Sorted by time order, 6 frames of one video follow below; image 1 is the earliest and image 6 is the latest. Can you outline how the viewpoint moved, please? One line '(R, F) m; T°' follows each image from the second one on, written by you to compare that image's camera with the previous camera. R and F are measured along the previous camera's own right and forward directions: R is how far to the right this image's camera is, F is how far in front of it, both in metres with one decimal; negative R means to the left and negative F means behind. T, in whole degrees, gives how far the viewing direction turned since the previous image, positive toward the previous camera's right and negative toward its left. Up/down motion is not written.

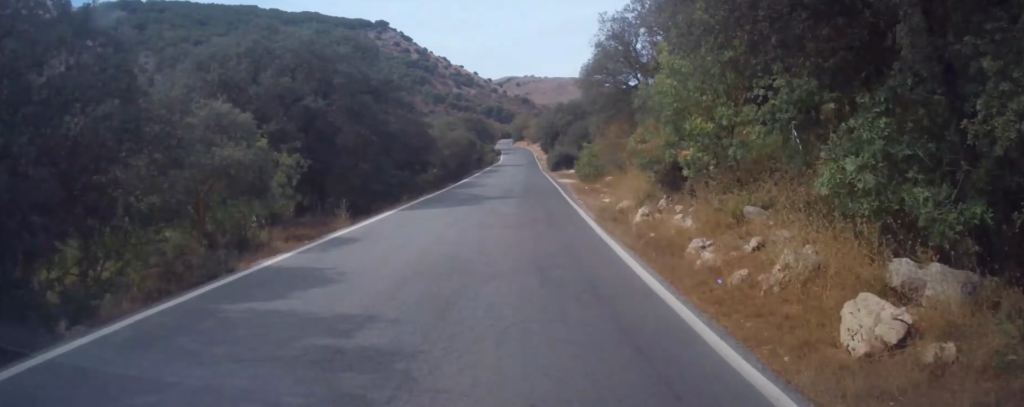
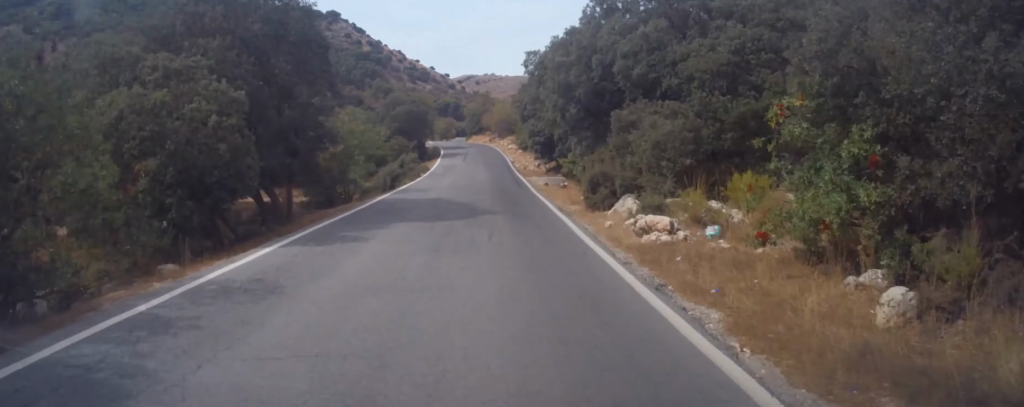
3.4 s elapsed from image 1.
(+2.2, +62.5) m; +1°
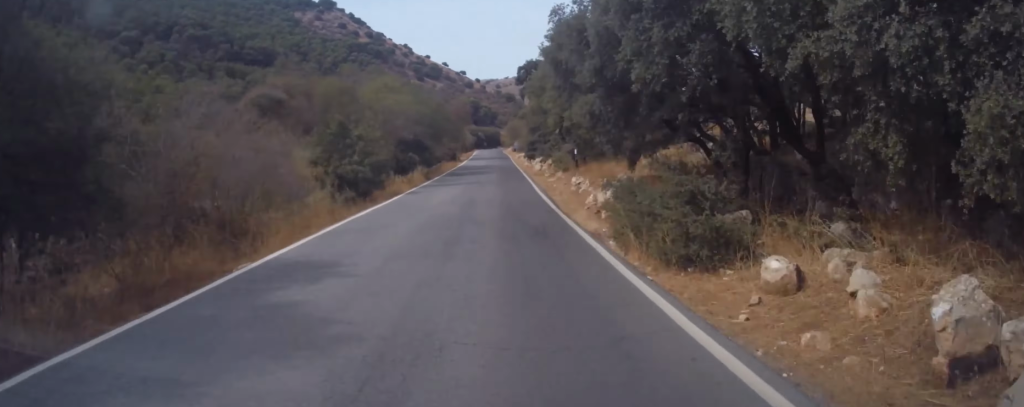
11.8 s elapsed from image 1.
(-0.4, +152.1) m; +2°
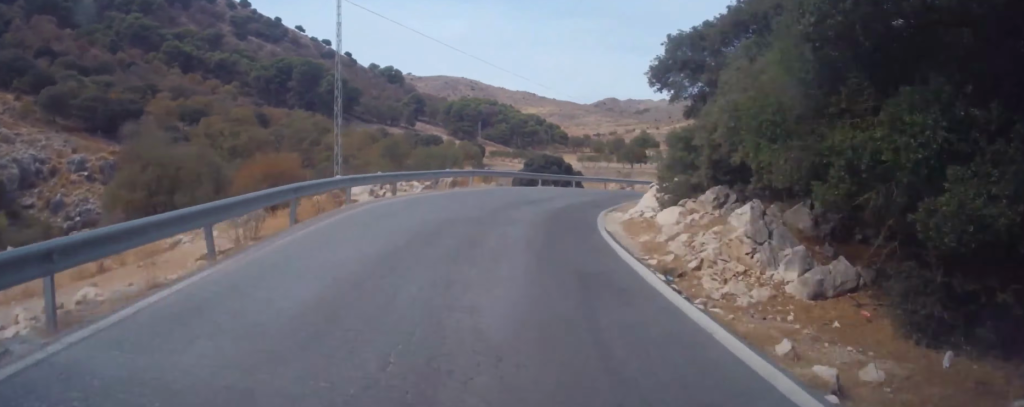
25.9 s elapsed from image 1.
(+31.8, +229.2) m; +27°
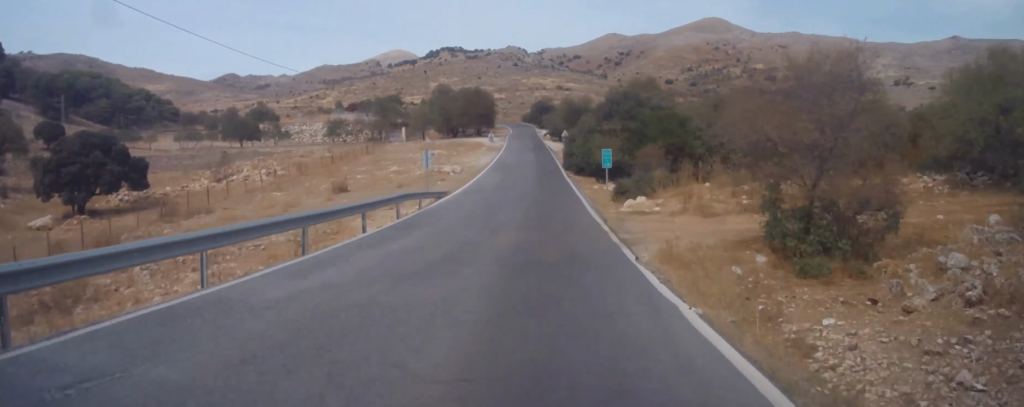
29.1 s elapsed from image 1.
(+10.2, +44.7) m; +7°
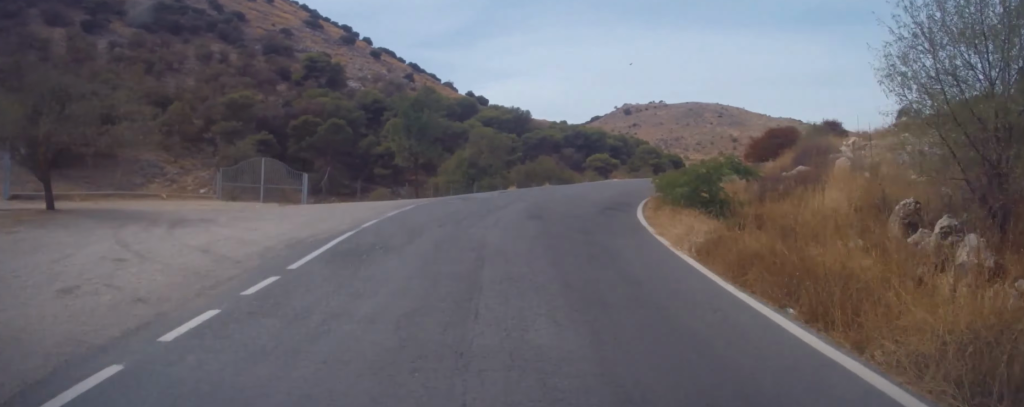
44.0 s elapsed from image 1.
(-14.5, +186.3) m; -9°
